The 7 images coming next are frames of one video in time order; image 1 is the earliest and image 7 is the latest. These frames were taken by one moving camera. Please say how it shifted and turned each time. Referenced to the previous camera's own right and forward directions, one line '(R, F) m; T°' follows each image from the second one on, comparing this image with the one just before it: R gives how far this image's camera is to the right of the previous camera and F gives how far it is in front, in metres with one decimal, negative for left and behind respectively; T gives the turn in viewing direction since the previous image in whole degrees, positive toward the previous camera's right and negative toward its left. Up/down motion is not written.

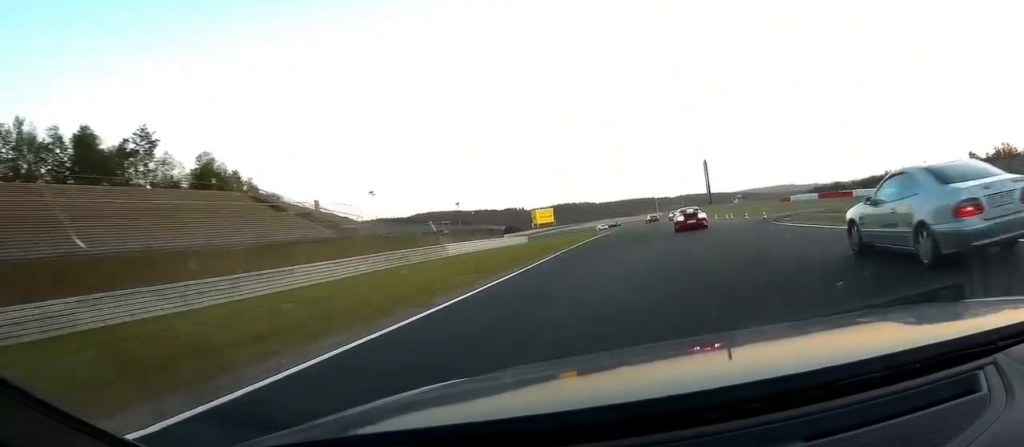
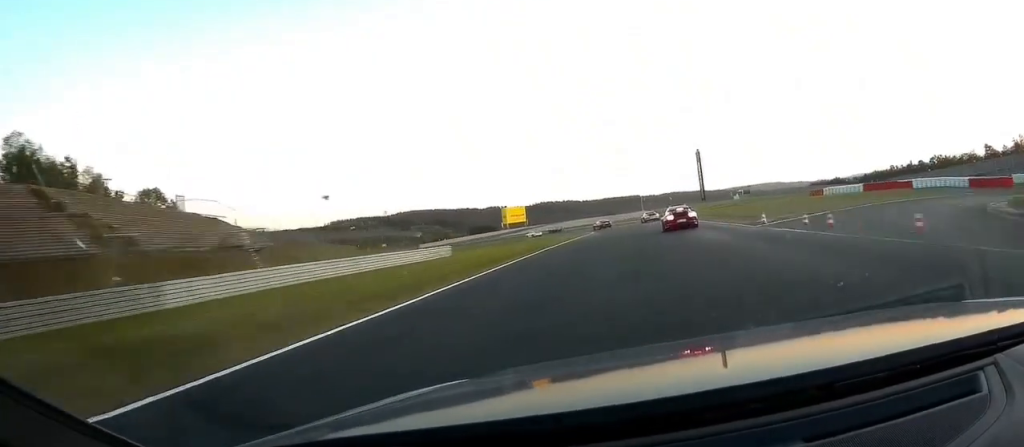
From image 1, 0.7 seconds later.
(+0.3, +25.7) m; 0°
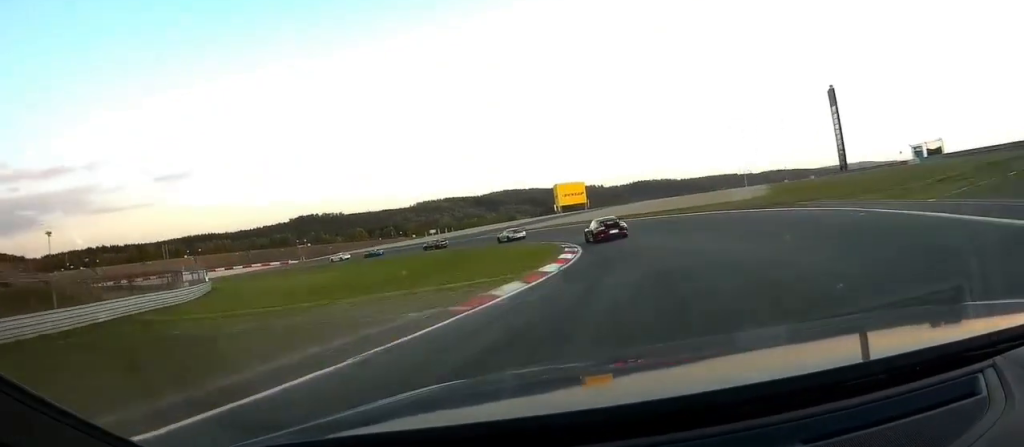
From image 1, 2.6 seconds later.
(-3.1, +64.6) m; -12°
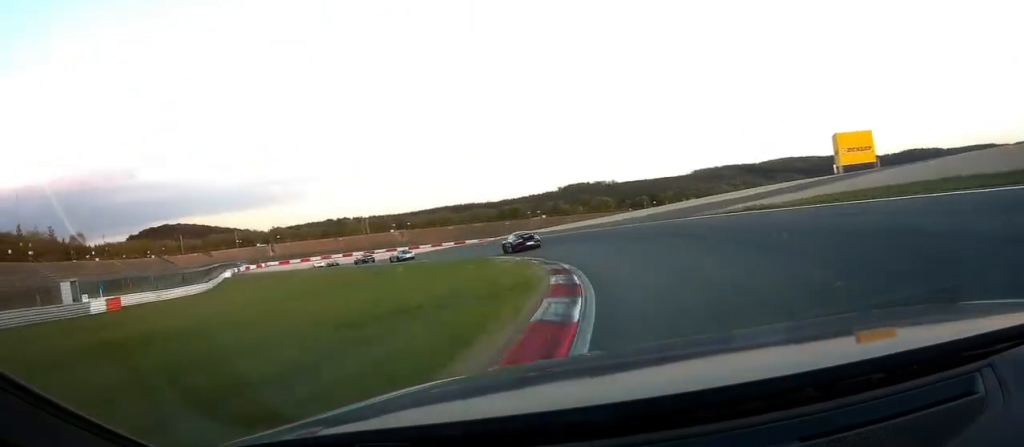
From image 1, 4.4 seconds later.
(-11.9, +49.4) m; -33°
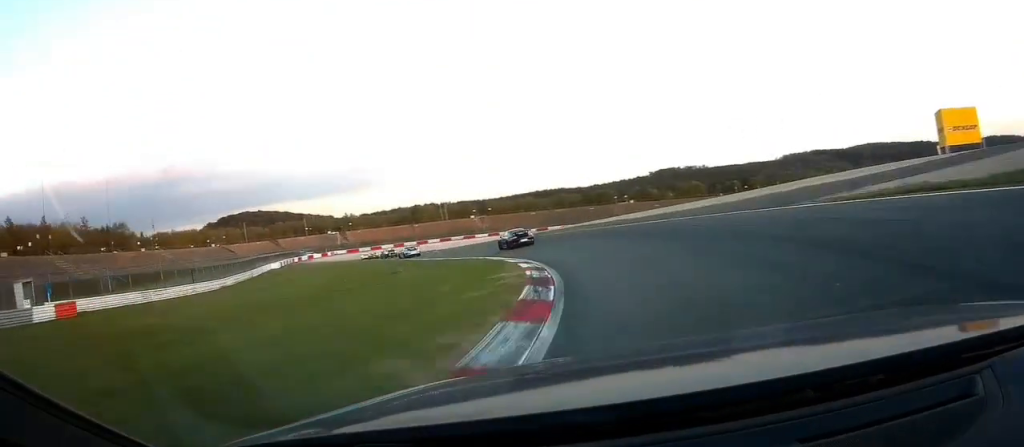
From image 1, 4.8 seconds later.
(-1.6, +11.8) m; -9°
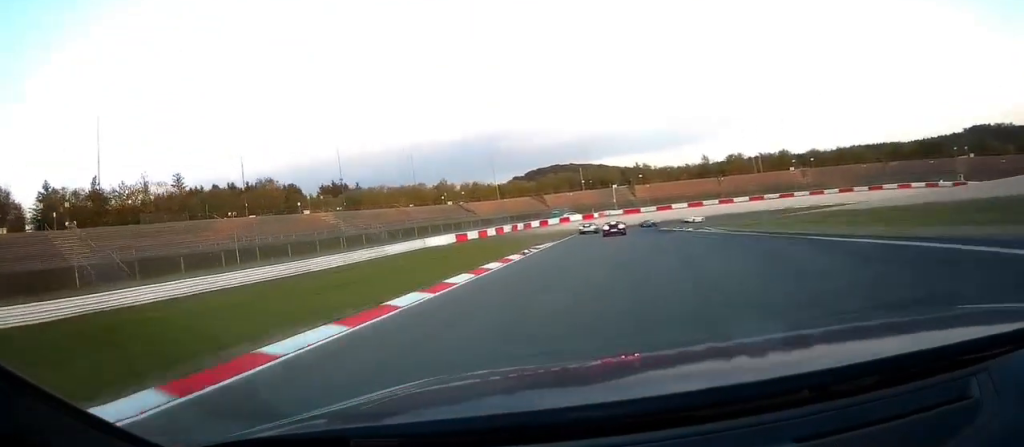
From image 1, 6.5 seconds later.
(-11.4, +43.7) m; -25°
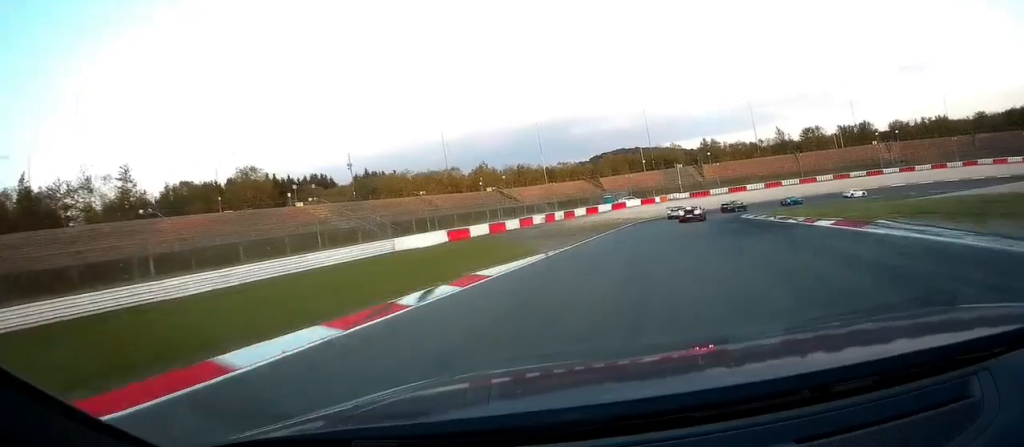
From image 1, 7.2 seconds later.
(-1.5, +19.6) m; -5°
